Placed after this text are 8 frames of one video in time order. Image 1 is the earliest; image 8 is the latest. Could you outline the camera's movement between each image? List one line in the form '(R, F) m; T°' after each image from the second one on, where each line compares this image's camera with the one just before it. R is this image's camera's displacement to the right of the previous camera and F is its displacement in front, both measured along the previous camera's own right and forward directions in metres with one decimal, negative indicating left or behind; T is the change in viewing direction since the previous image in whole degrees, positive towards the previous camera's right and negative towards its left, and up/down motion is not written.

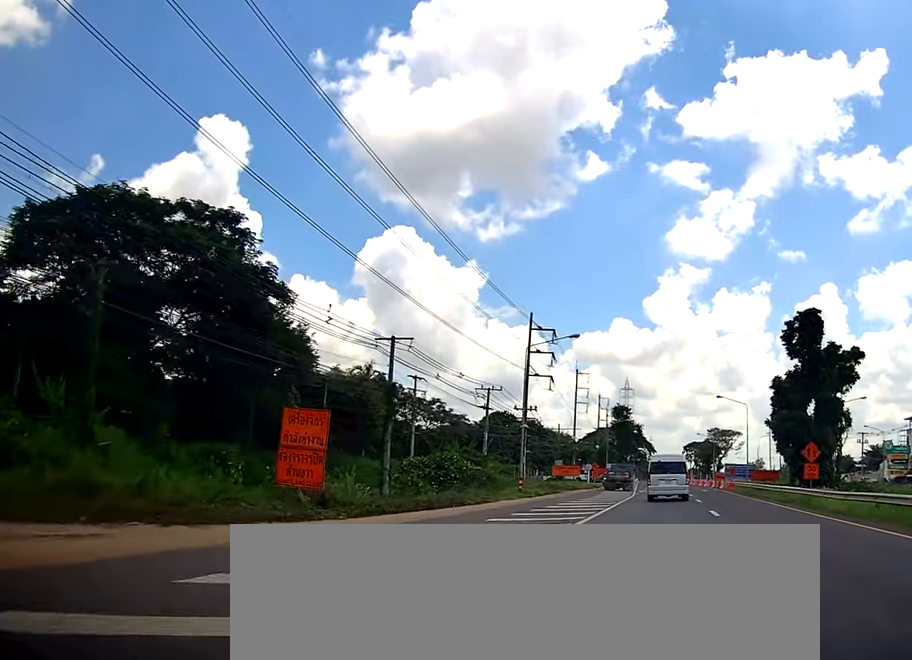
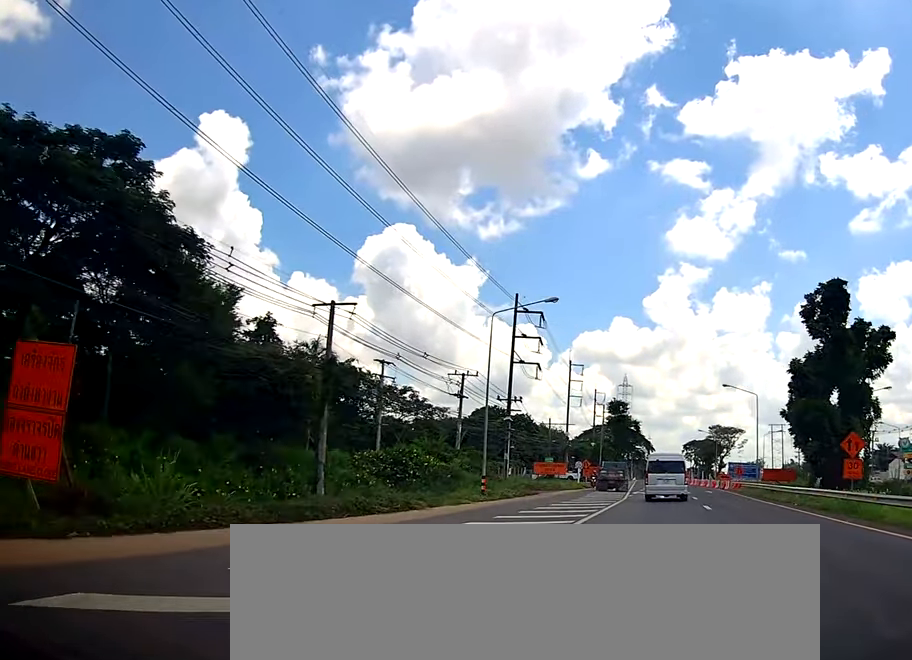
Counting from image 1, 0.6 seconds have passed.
(0.0, +8.1) m; 0°
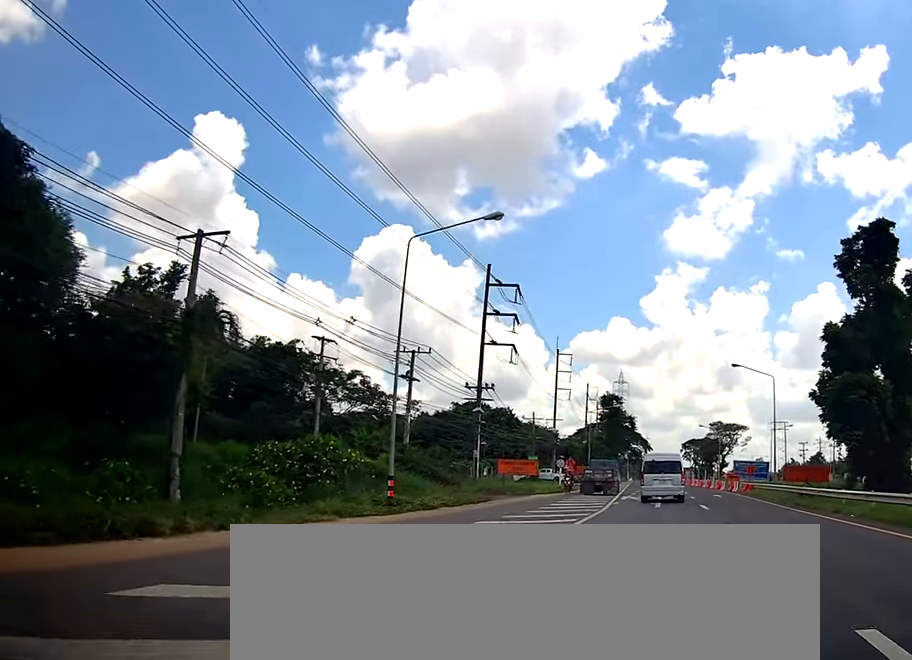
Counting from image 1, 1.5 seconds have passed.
(0.0, +10.8) m; 0°
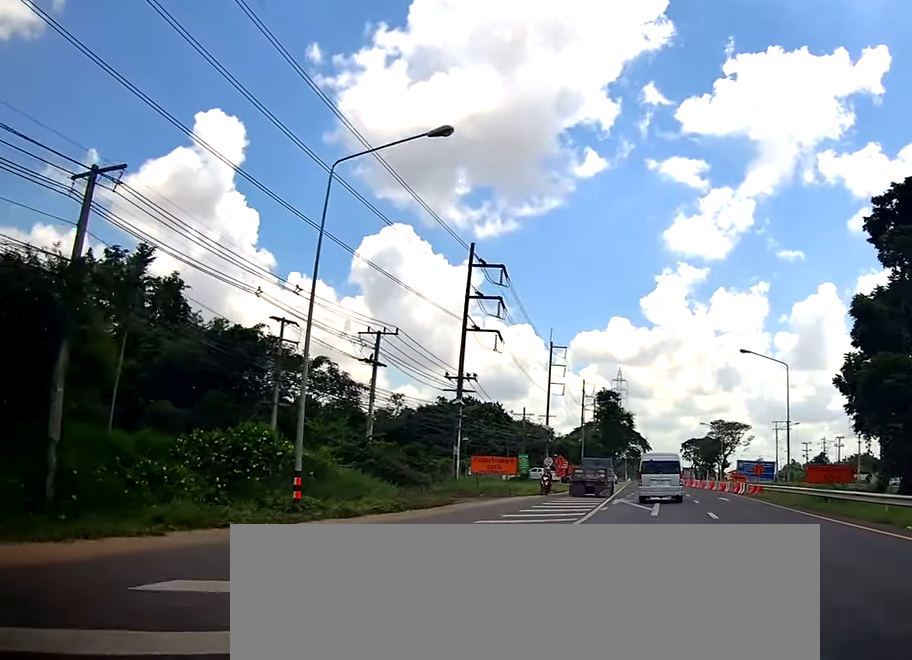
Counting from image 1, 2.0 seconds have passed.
(0.0, +5.9) m; 0°
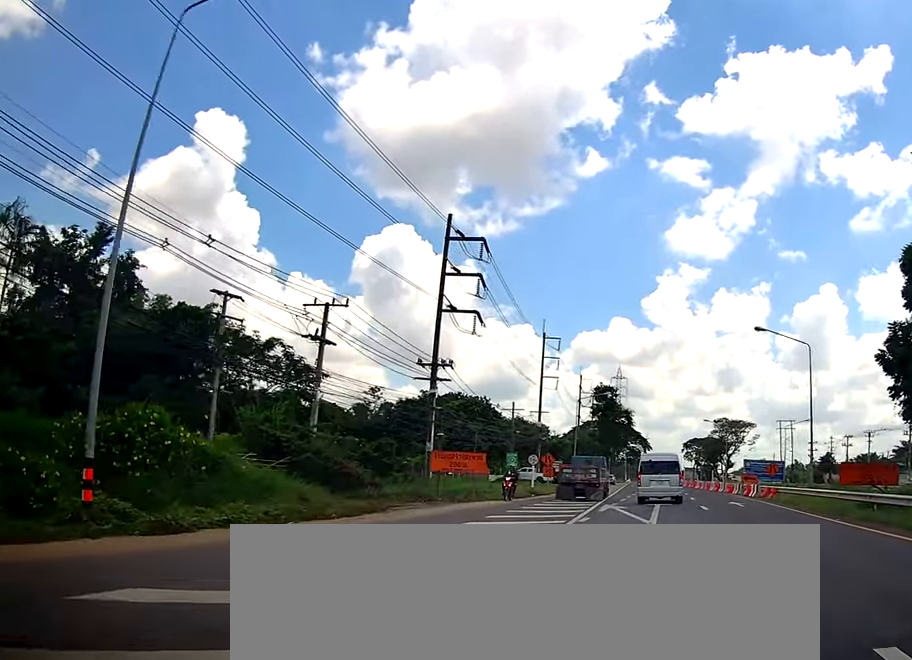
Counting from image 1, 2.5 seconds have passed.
(0.0, +6.6) m; 0°
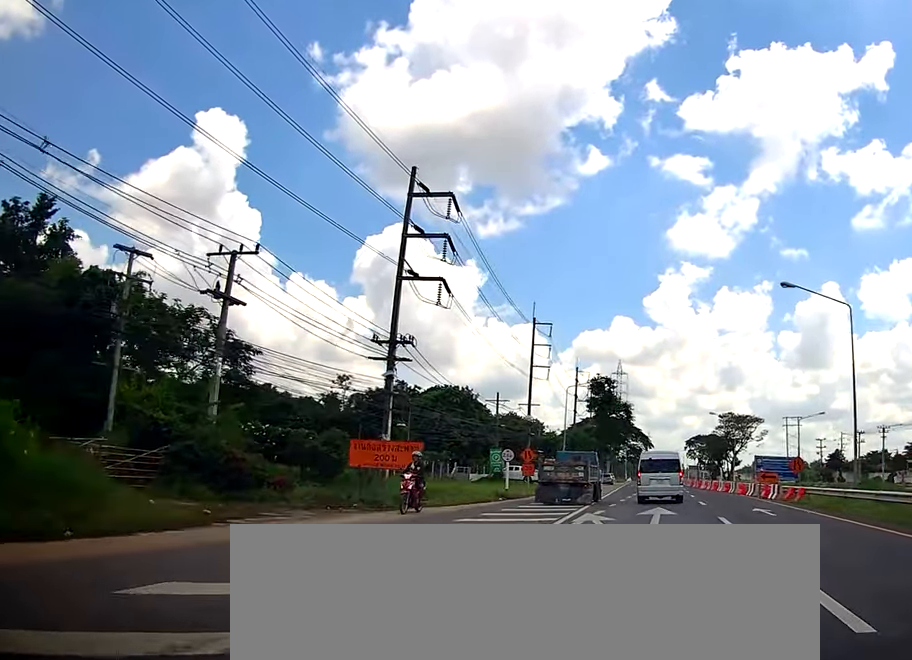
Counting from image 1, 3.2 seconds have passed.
(0.0, +8.2) m; +2°
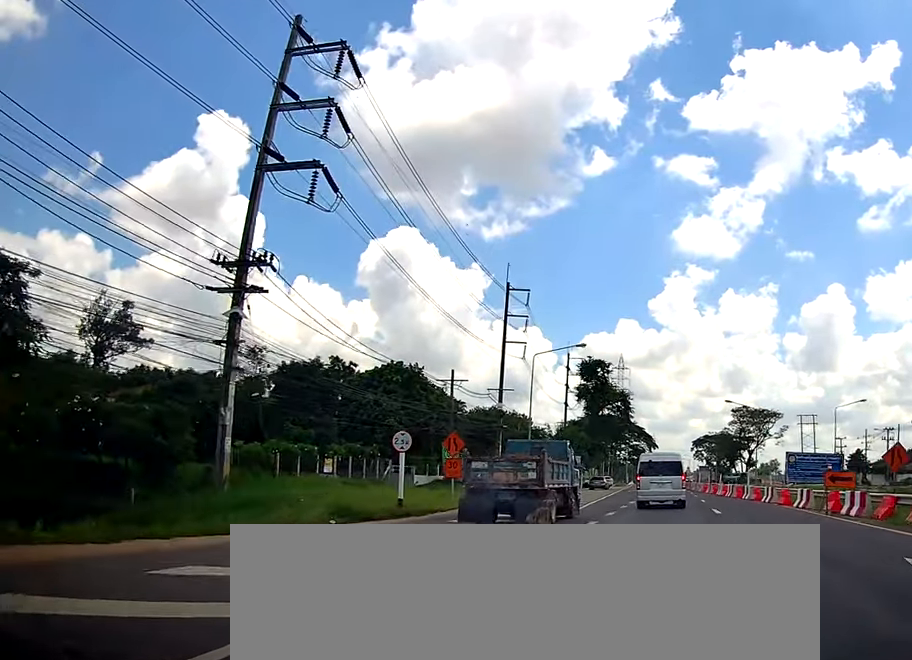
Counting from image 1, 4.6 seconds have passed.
(+0.8, +16.4) m; +3°
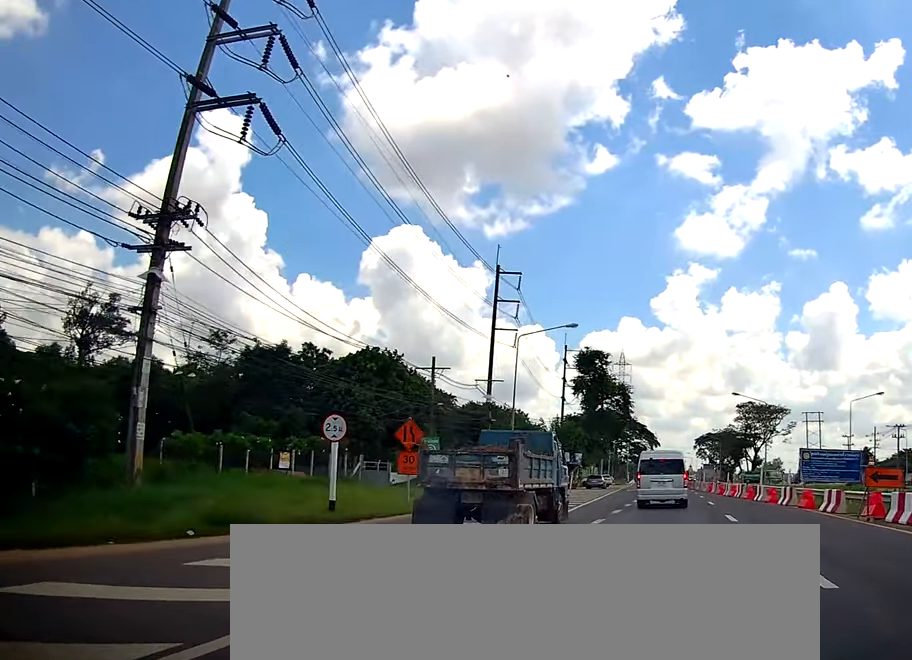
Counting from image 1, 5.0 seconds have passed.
(+0.1, +5.0) m; -1°
